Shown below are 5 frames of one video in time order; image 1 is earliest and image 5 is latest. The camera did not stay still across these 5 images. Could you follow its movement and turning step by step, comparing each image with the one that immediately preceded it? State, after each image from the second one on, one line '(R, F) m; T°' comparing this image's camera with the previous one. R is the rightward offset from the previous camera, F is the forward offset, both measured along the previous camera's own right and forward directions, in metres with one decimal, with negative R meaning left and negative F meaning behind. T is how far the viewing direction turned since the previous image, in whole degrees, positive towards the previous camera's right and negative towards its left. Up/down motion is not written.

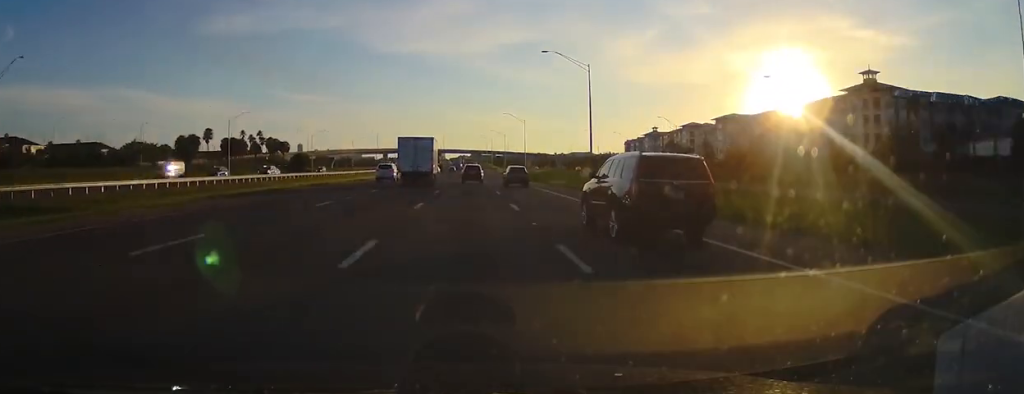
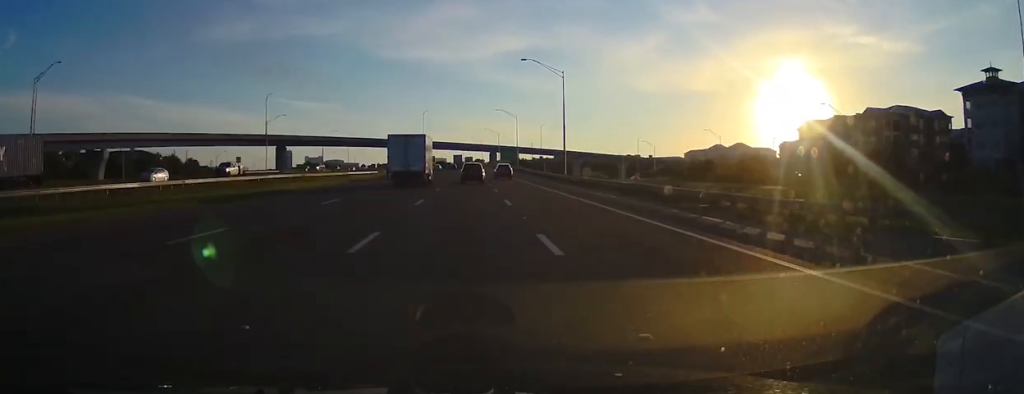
(+1.0, +207.5) m; -1°
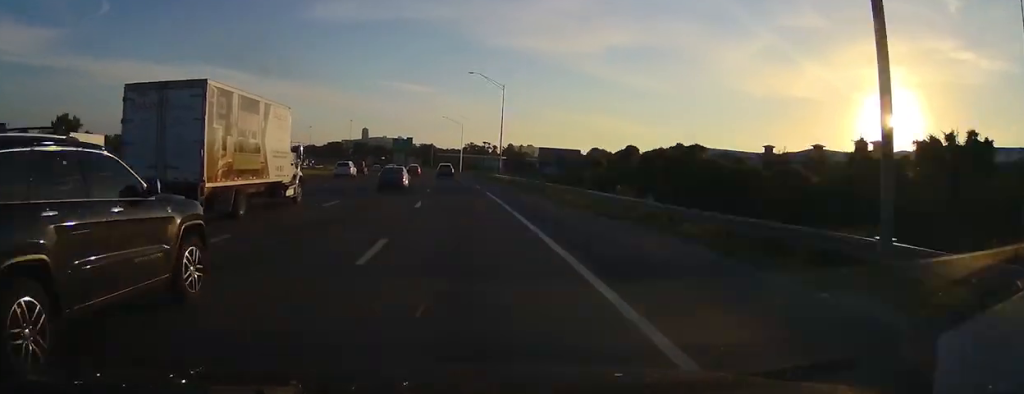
(-34.0, +339.5) m; -16°
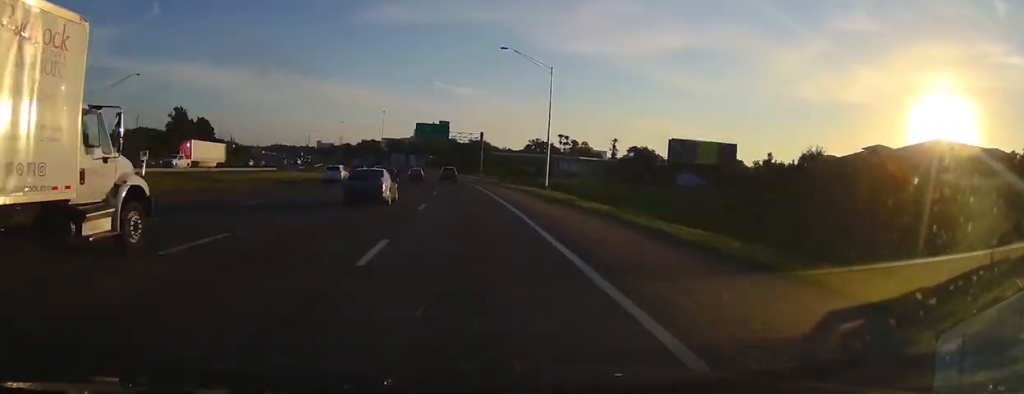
(-3.4, +69.5) m; -5°
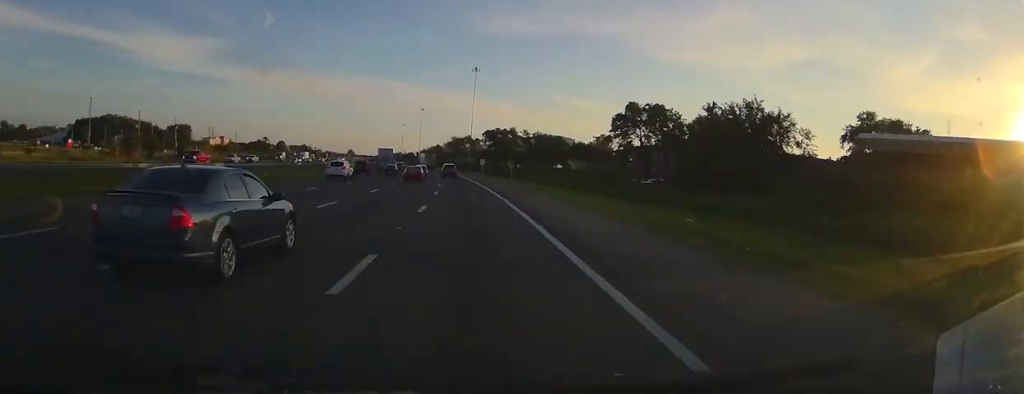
(-11.5, +153.9) m; -9°
